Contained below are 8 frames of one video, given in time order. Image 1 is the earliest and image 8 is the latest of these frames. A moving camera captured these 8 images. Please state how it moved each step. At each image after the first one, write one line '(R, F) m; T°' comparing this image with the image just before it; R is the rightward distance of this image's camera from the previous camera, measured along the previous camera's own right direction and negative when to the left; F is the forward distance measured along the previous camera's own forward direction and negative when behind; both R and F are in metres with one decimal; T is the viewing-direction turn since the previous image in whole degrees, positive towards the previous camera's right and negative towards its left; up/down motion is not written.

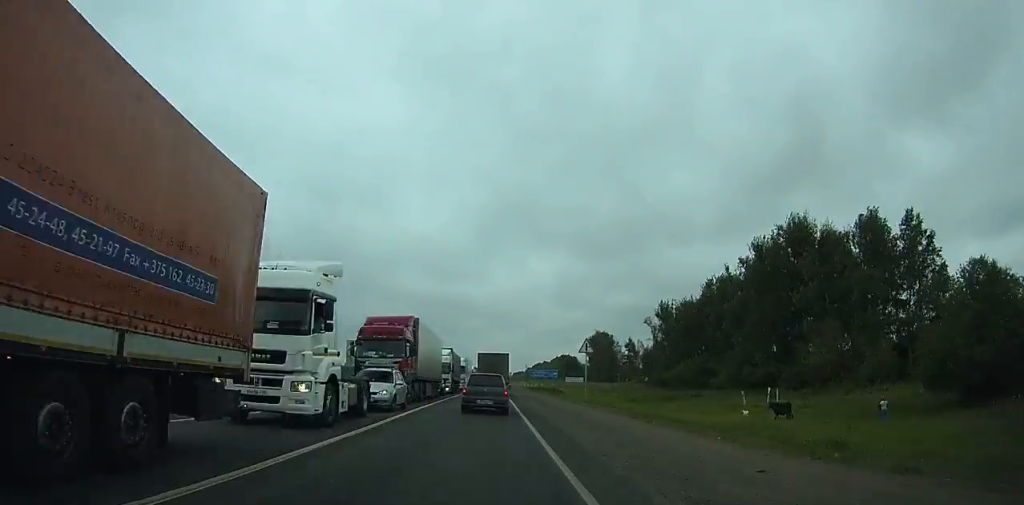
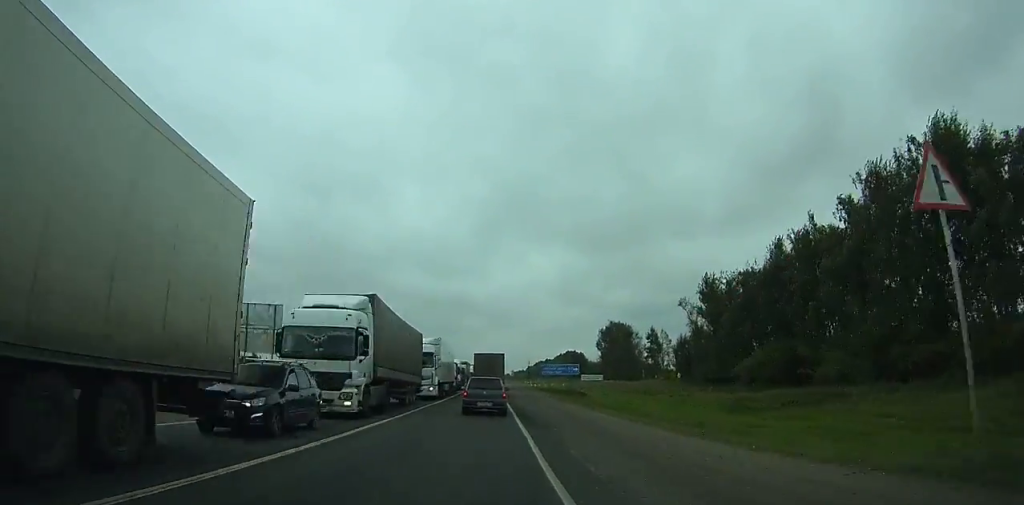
(0.0, +33.5) m; 0°
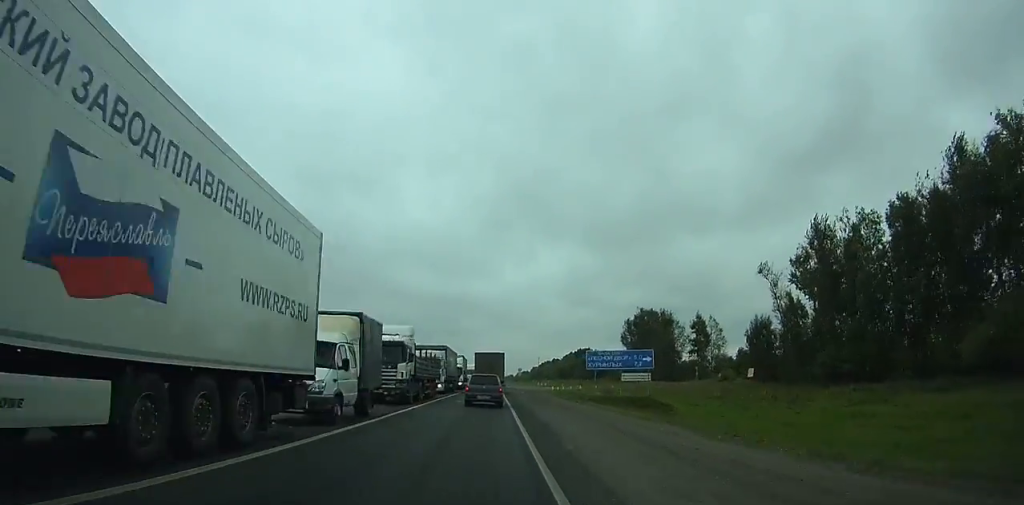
(0.0, +41.1) m; 0°
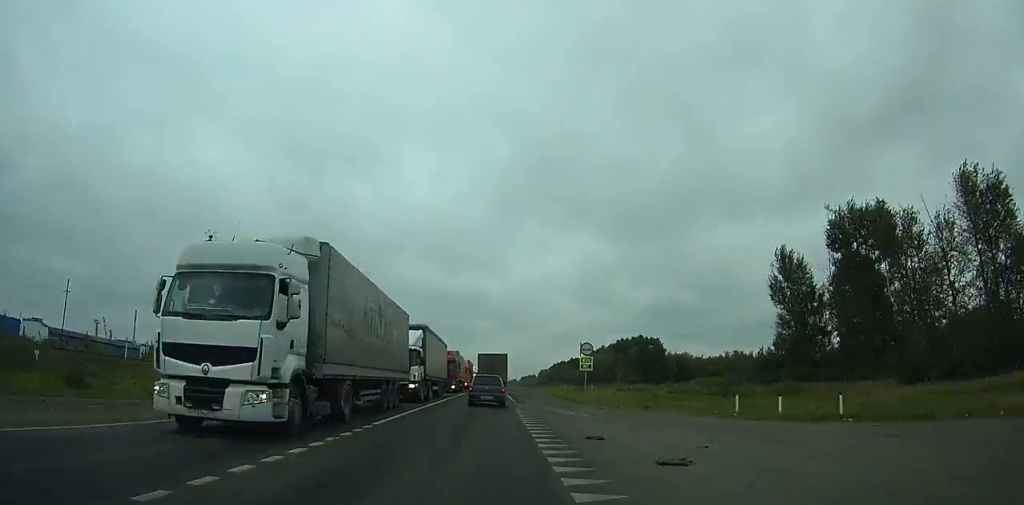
(-0.6, +104.5) m; -1°
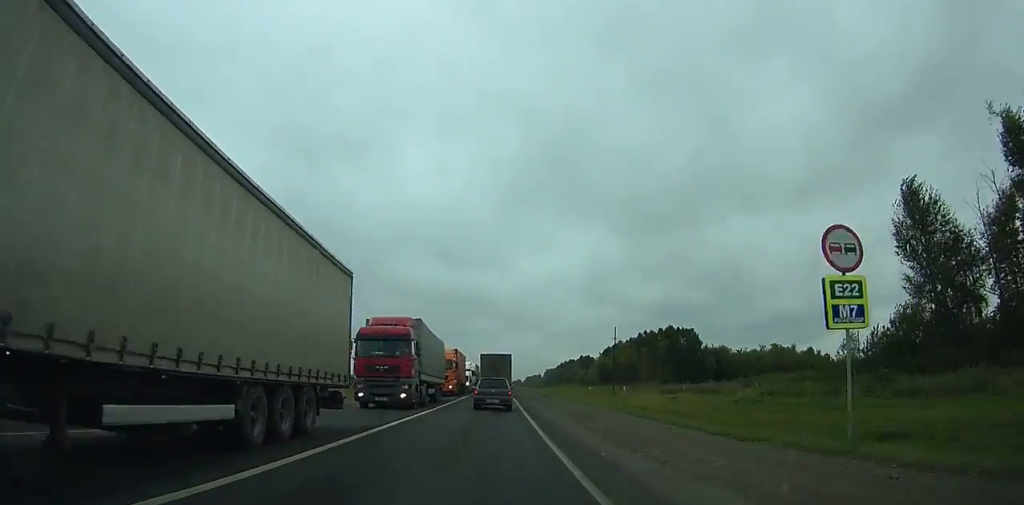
(0.0, +30.1) m; 0°
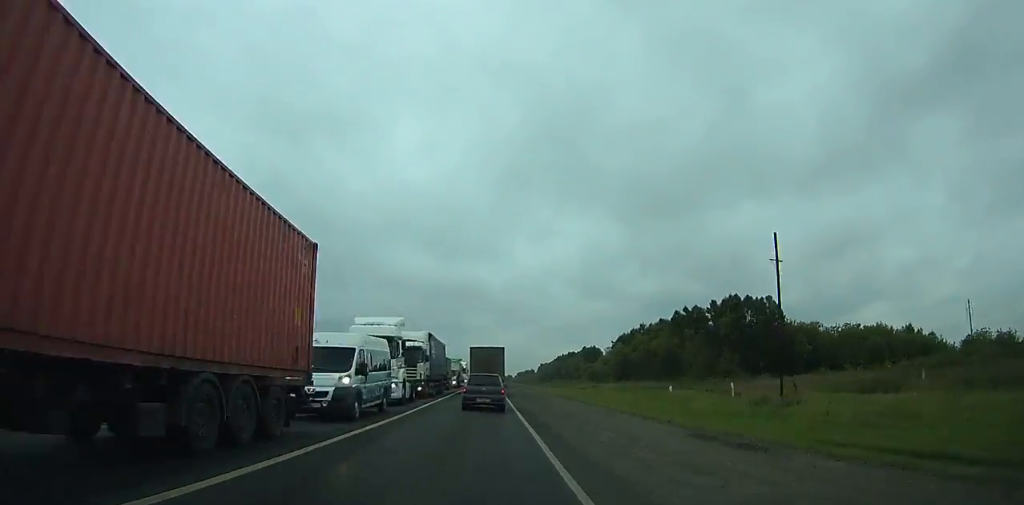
(+0.2, +49.3) m; 0°
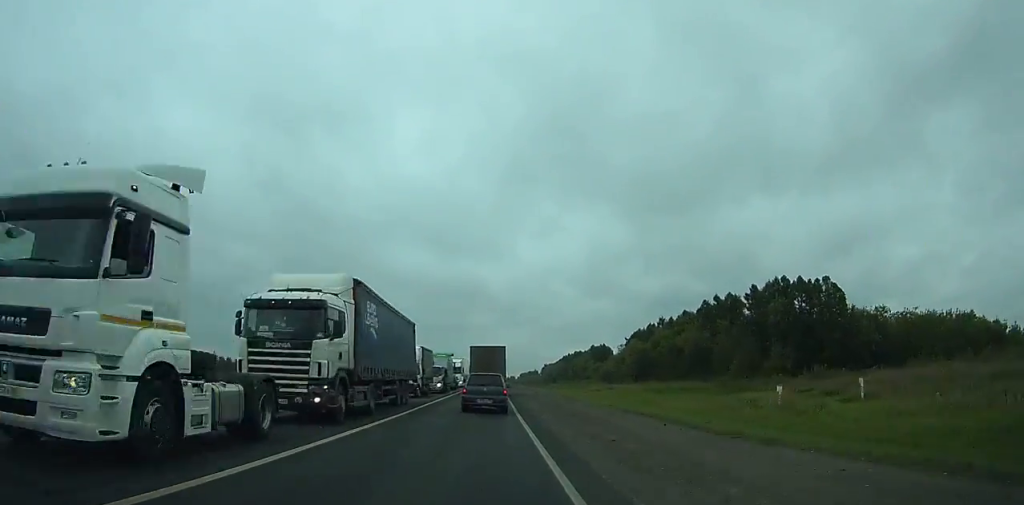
(+0.1, +19.2) m; 0°
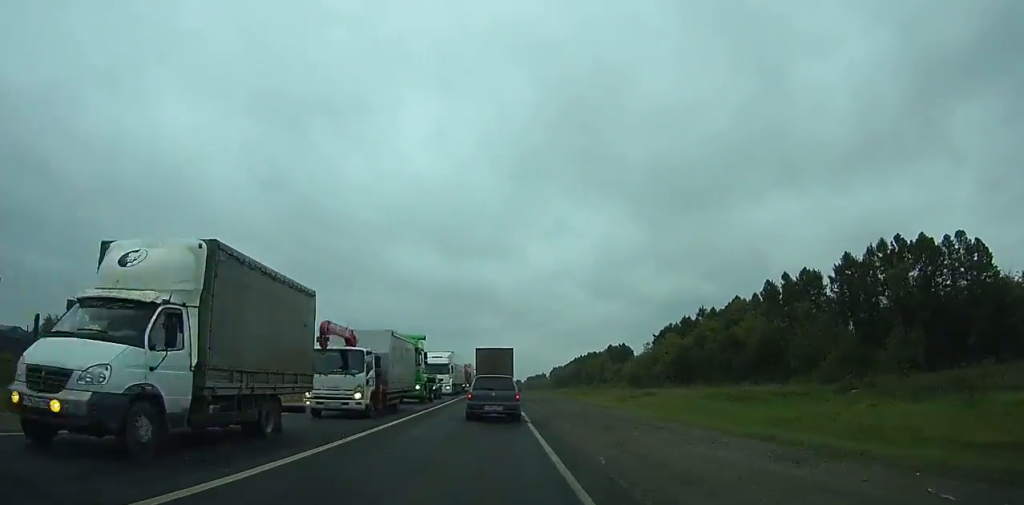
(-0.1, +27.4) m; 0°
